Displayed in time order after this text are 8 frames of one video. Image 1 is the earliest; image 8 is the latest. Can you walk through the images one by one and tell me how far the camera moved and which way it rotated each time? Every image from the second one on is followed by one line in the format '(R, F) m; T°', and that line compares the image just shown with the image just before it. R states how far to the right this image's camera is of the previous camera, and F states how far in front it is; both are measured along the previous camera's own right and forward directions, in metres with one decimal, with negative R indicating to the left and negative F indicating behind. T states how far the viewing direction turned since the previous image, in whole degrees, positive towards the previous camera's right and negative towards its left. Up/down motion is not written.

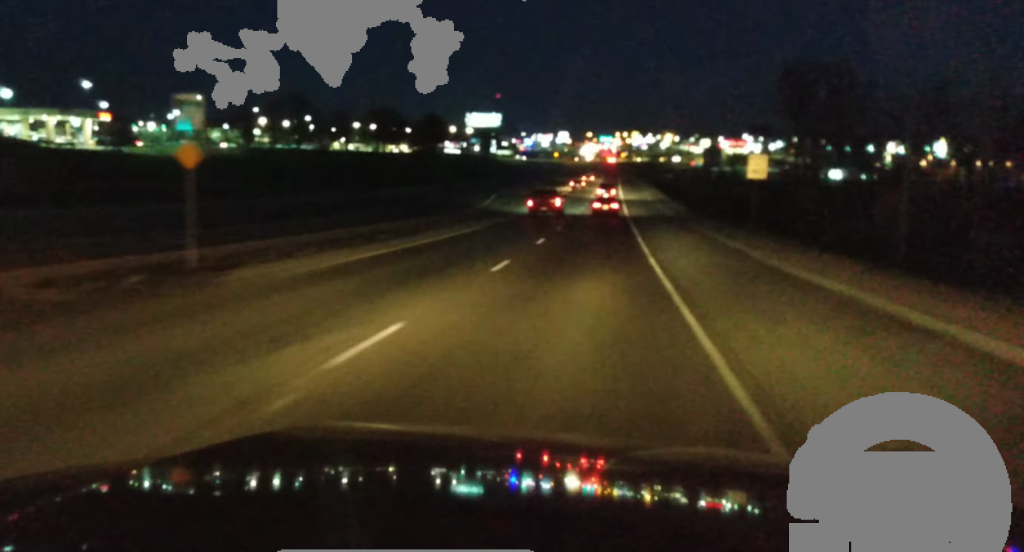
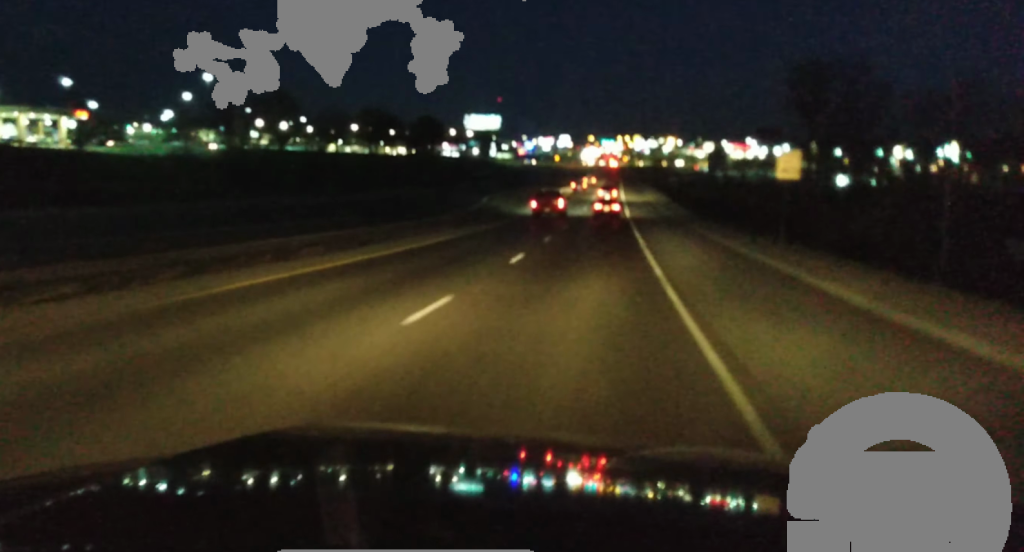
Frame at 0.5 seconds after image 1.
(+0.1, +9.0) m; 0°
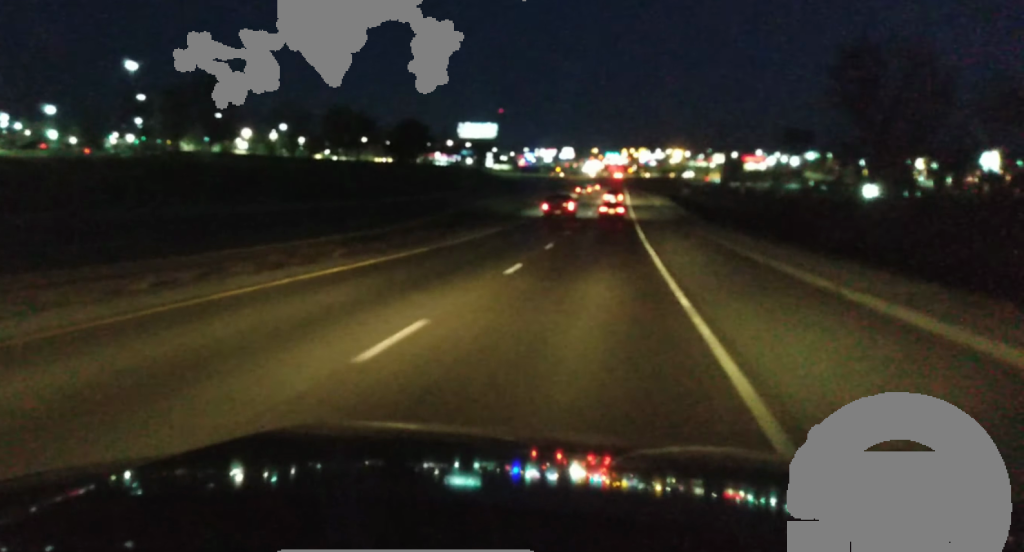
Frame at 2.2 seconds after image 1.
(-0.4, +28.2) m; -1°
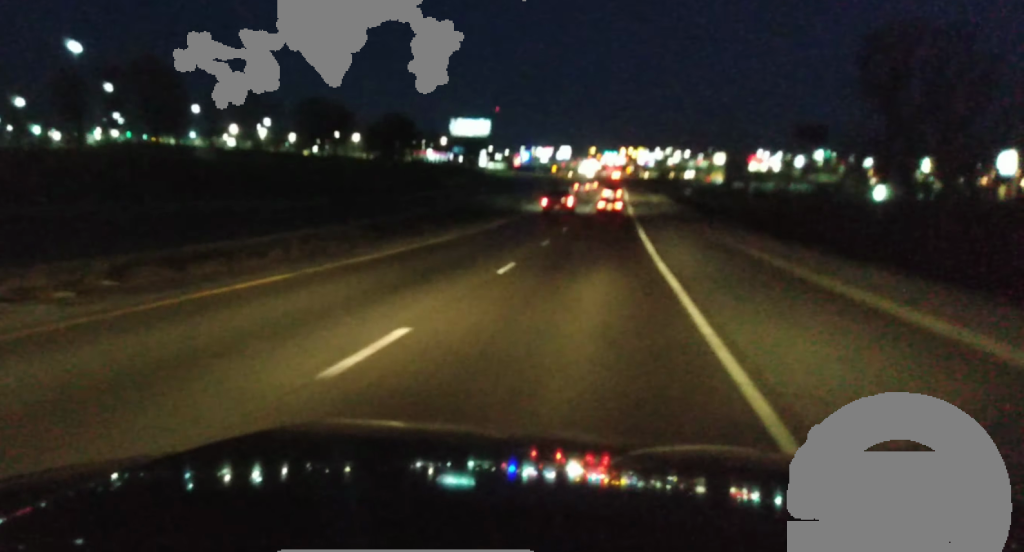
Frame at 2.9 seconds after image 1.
(0.0, +13.6) m; 0°
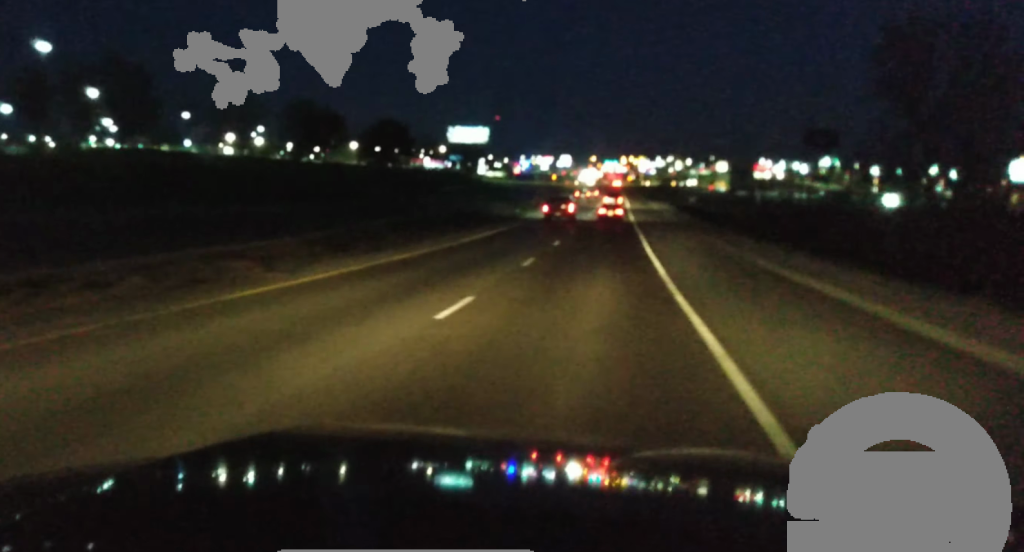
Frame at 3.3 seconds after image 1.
(-0.1, +7.2) m; 0°
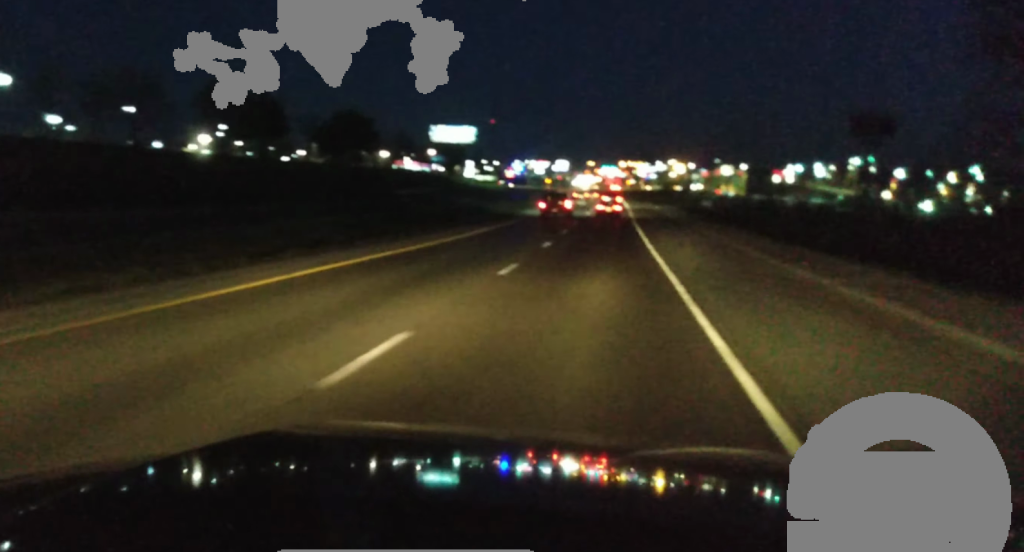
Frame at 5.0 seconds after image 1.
(+0.2, +30.2) m; 0°
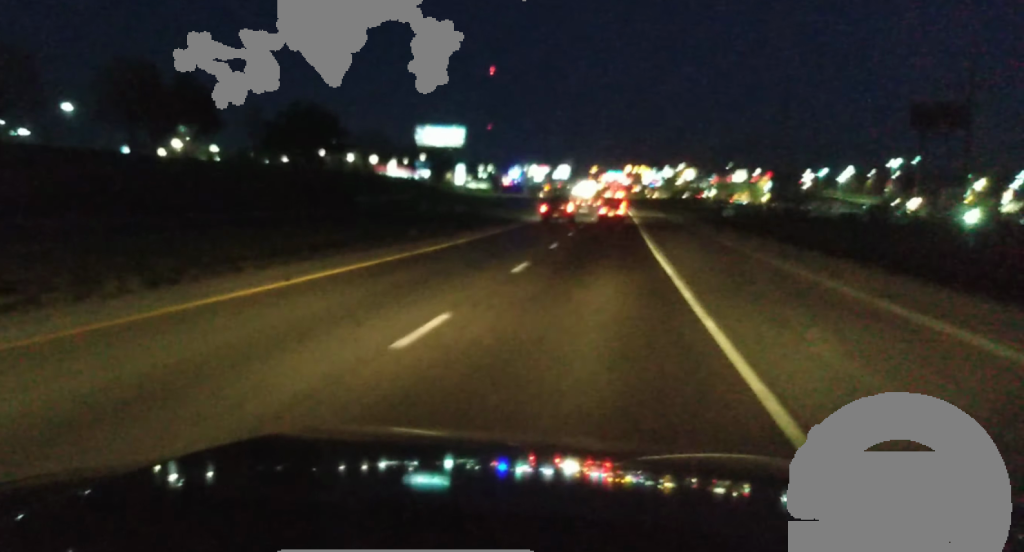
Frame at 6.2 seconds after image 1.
(-0.1, +22.3) m; 0°
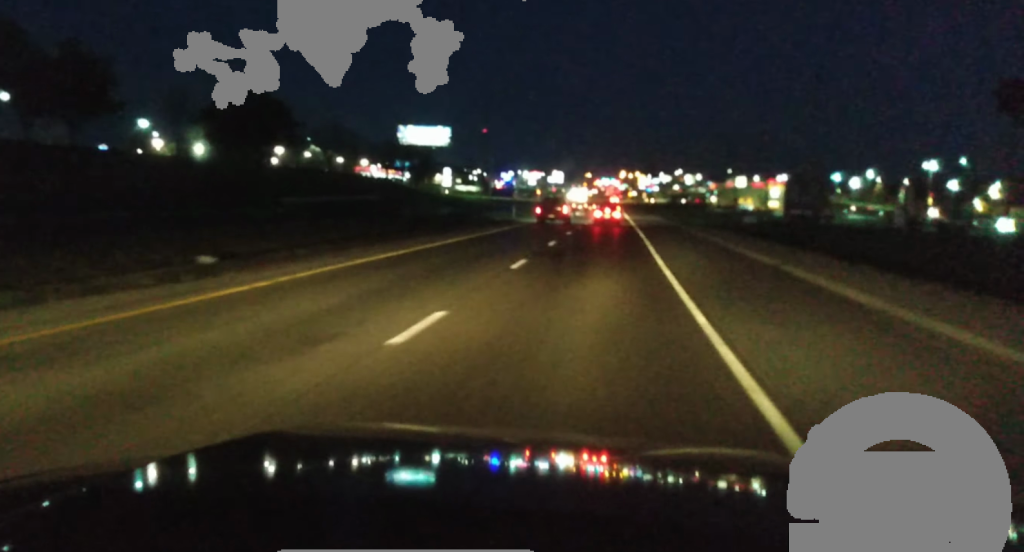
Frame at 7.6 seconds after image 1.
(0.0, +25.0) m; +1°
